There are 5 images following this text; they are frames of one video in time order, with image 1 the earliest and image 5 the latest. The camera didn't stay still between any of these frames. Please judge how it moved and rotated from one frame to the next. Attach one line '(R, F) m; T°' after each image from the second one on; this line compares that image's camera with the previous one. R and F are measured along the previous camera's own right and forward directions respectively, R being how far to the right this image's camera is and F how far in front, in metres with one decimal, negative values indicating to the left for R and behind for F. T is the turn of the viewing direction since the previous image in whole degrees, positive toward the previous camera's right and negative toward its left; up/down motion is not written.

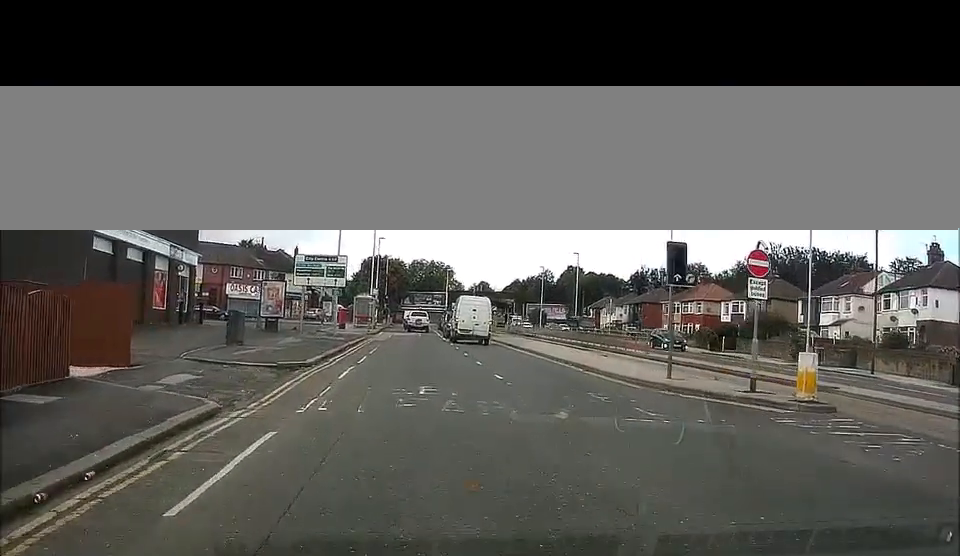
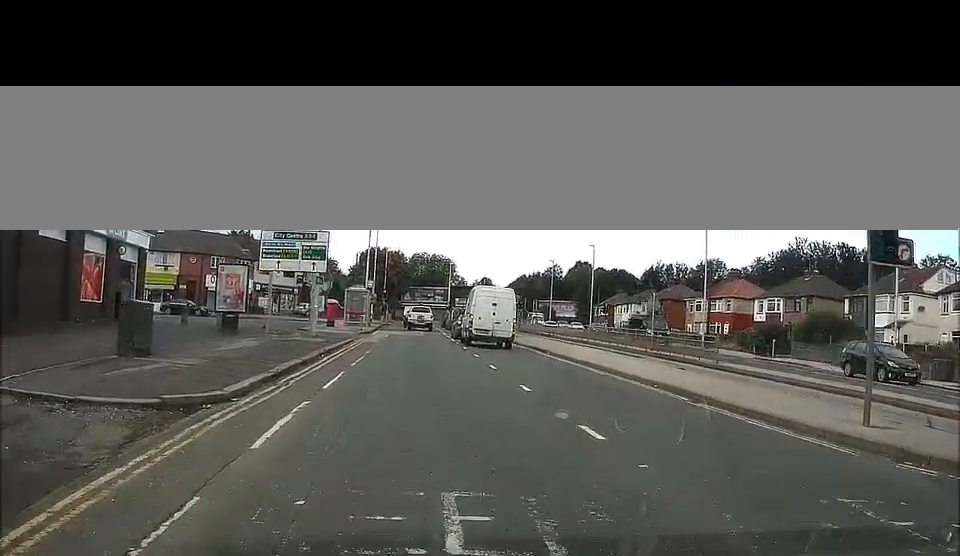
(+0.3, +10.0) m; +1°
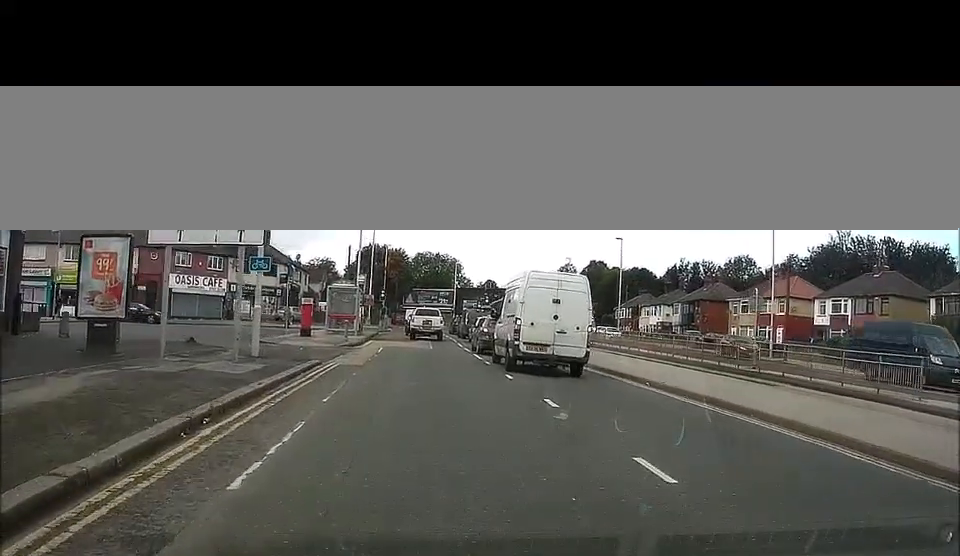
(-0.3, +14.2) m; -1°
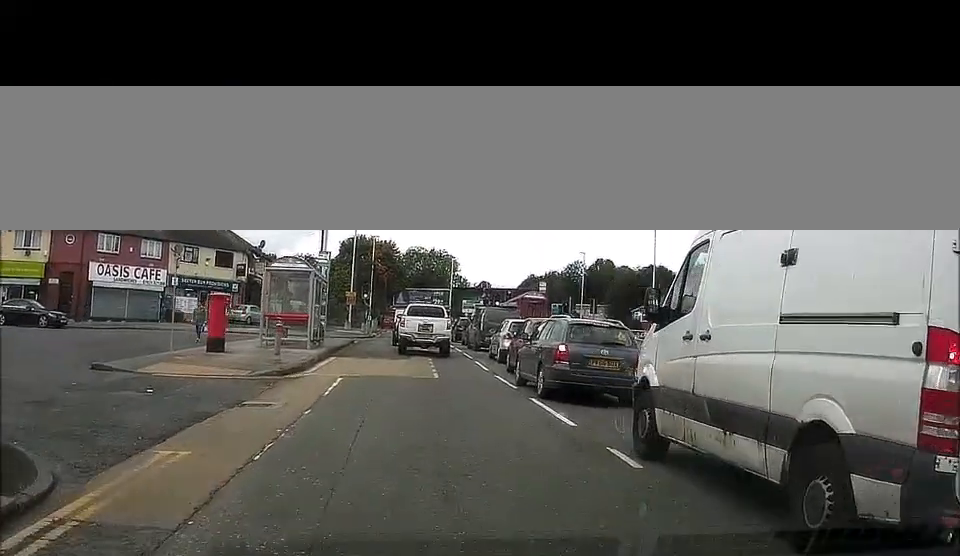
(+0.8, +15.8) m; +4°
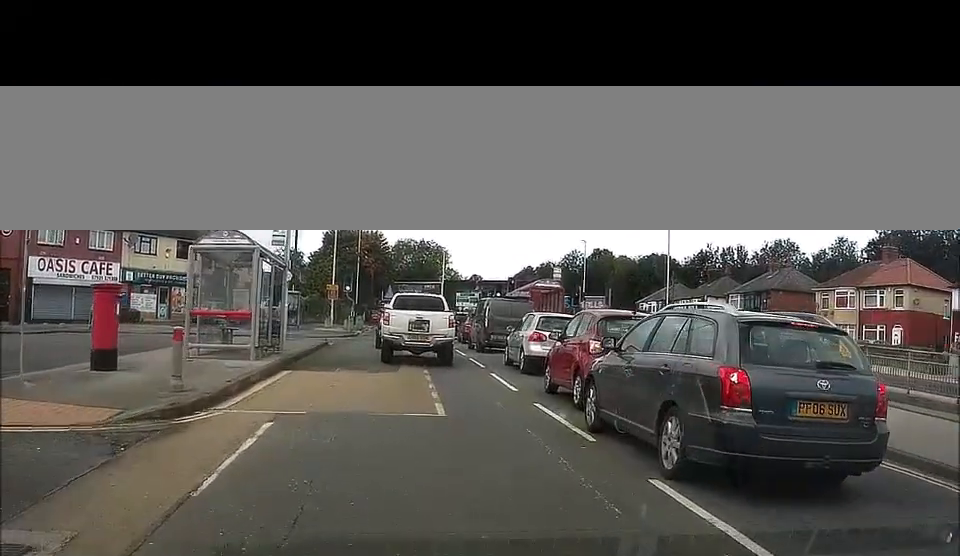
(-0.4, +9.0) m; -2°
